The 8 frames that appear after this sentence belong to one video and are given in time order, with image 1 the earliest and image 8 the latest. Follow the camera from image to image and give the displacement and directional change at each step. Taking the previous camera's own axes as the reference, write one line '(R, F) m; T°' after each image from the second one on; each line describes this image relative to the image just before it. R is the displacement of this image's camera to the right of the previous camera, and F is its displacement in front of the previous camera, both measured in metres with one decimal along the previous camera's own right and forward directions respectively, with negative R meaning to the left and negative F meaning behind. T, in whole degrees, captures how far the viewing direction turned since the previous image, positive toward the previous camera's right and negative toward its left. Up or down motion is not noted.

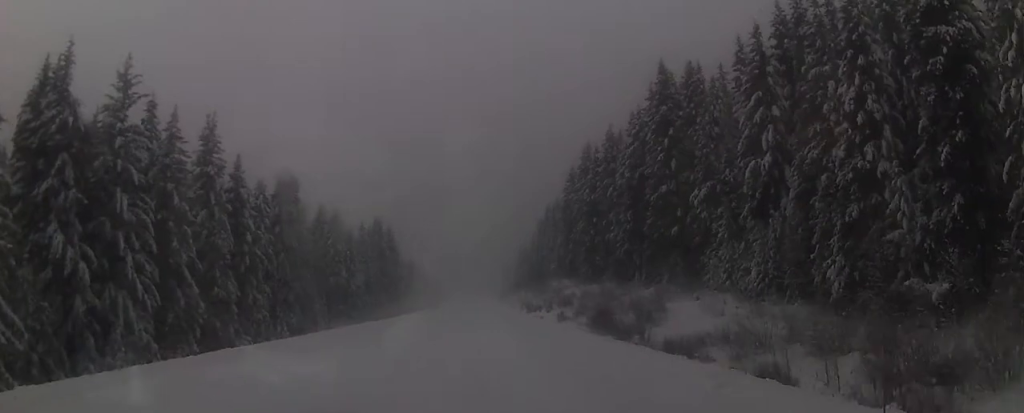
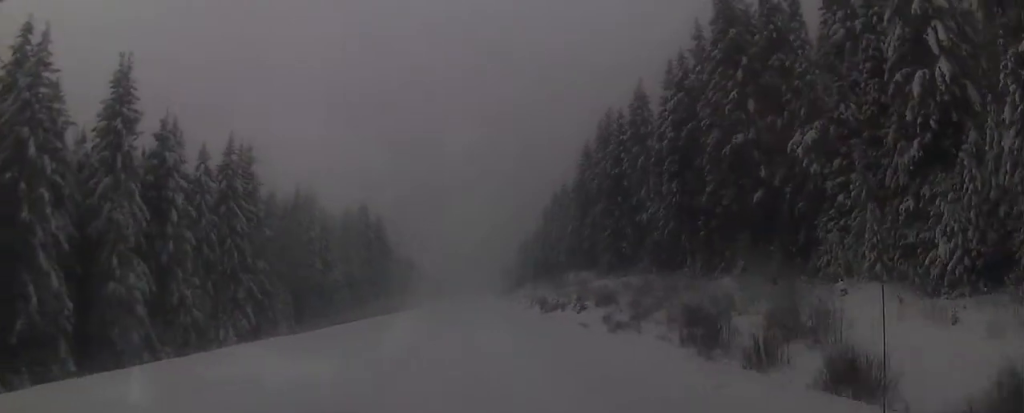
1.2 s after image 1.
(+0.4, +25.4) m; 0°
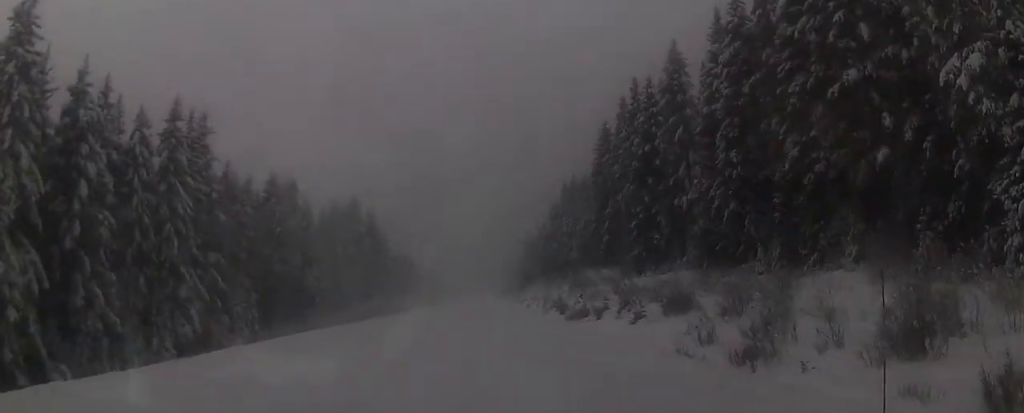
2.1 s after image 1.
(-0.6, +20.0) m; -1°
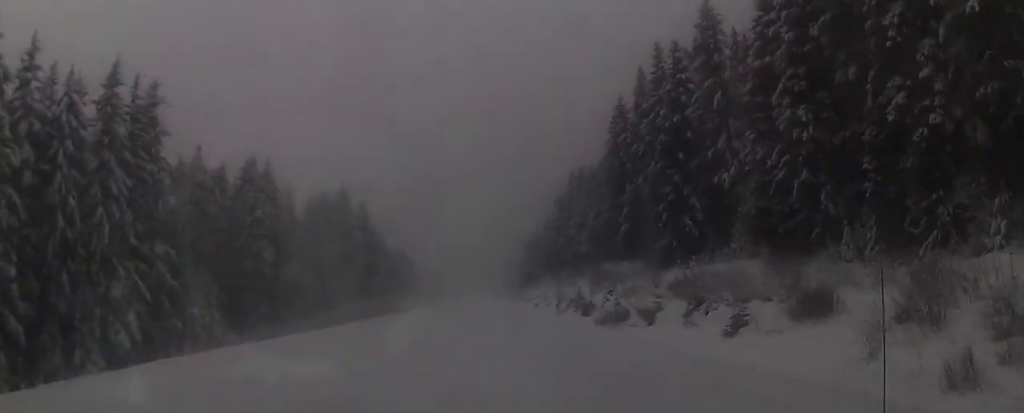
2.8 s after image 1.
(+0.1, +15.0) m; +1°
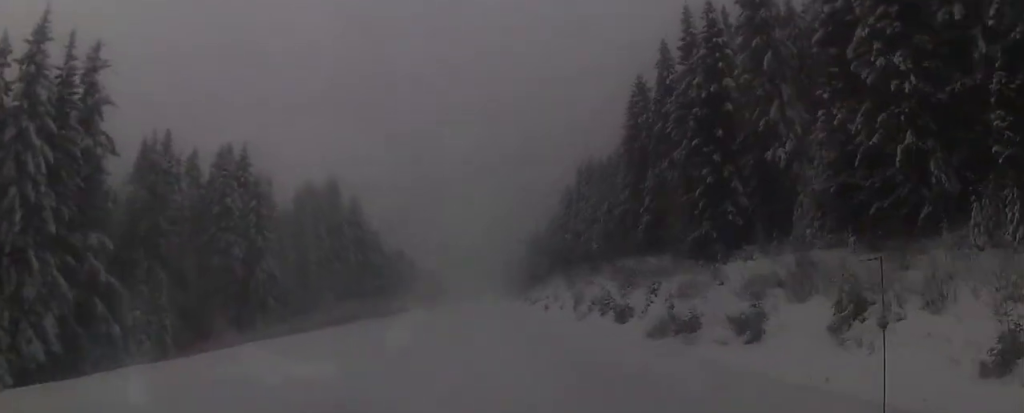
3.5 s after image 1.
(+0.1, +13.6) m; +1°
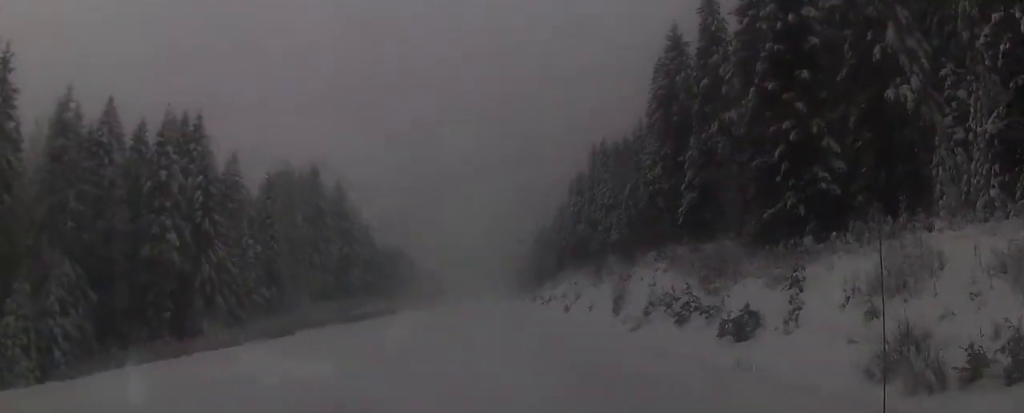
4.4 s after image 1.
(+0.2, +19.4) m; 0°
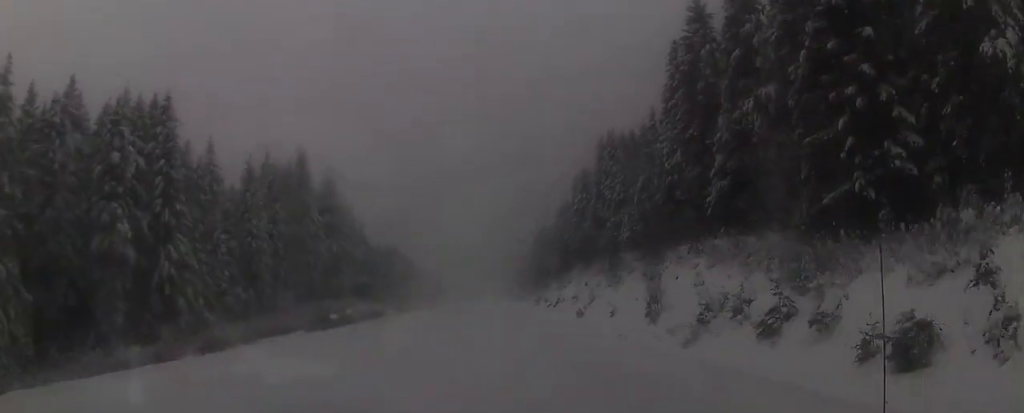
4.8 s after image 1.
(0.0, +10.2) m; -1°
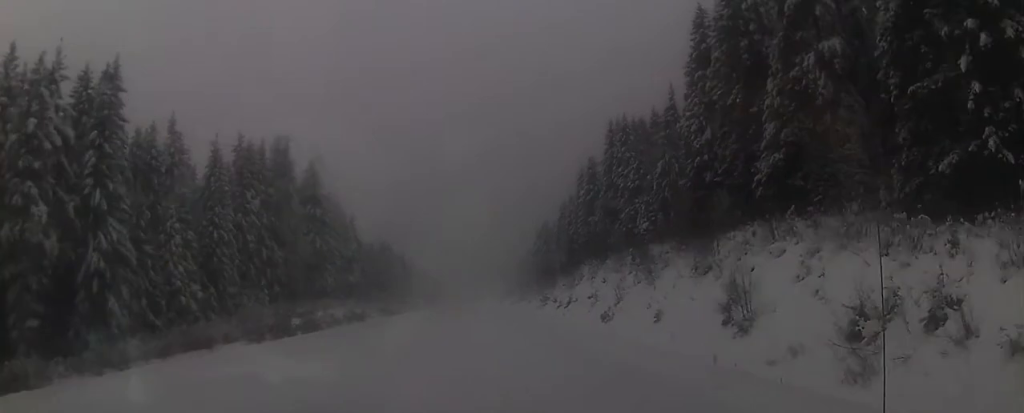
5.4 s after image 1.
(-0.1, +13.2) m; -1°
